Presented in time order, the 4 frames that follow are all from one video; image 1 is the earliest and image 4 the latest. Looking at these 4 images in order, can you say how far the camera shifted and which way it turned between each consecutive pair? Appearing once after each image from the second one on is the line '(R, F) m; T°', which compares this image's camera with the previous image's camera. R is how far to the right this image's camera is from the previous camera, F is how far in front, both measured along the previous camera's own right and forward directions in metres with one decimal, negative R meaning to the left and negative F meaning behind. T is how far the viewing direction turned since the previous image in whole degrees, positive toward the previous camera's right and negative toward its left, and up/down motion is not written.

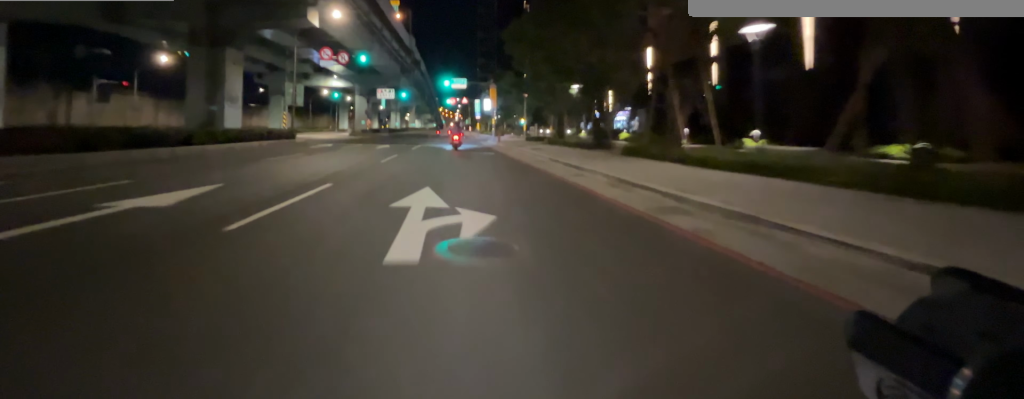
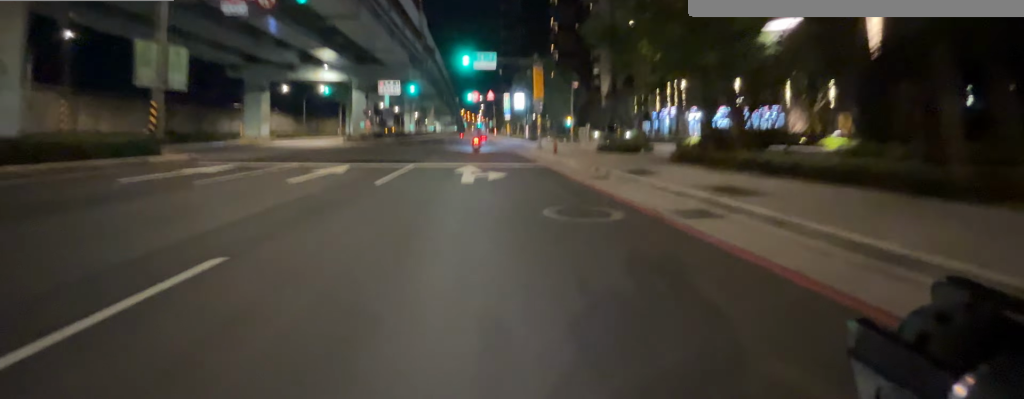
(+0.1, +21.8) m; -1°
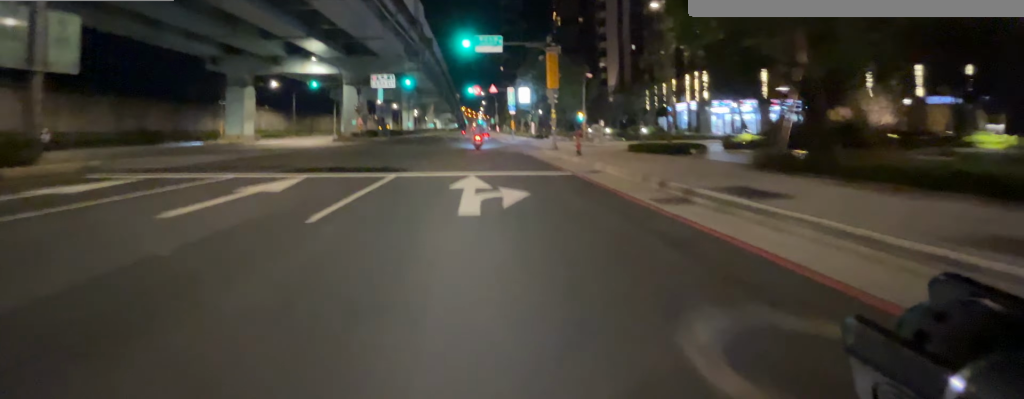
(0.0, +5.6) m; -1°
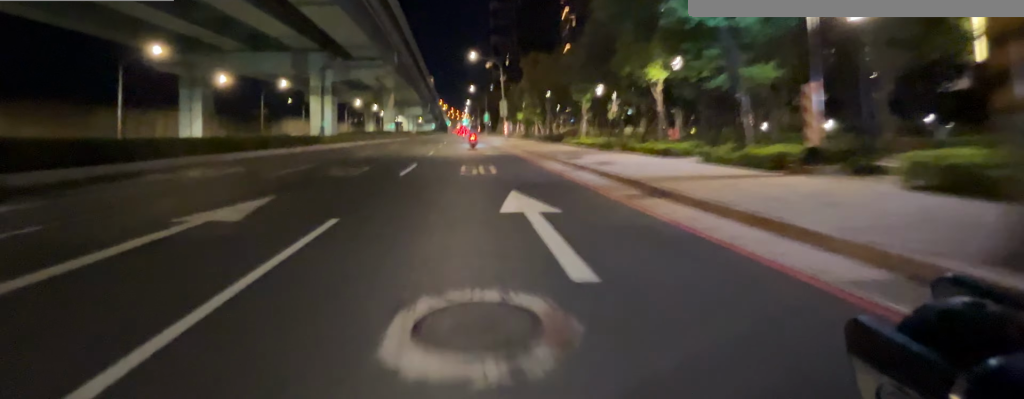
(+0.5, +47.2) m; +2°
